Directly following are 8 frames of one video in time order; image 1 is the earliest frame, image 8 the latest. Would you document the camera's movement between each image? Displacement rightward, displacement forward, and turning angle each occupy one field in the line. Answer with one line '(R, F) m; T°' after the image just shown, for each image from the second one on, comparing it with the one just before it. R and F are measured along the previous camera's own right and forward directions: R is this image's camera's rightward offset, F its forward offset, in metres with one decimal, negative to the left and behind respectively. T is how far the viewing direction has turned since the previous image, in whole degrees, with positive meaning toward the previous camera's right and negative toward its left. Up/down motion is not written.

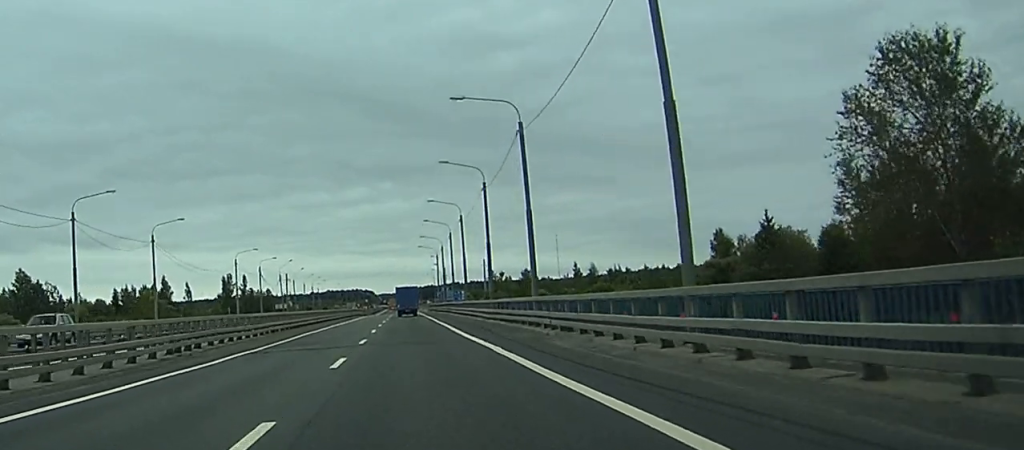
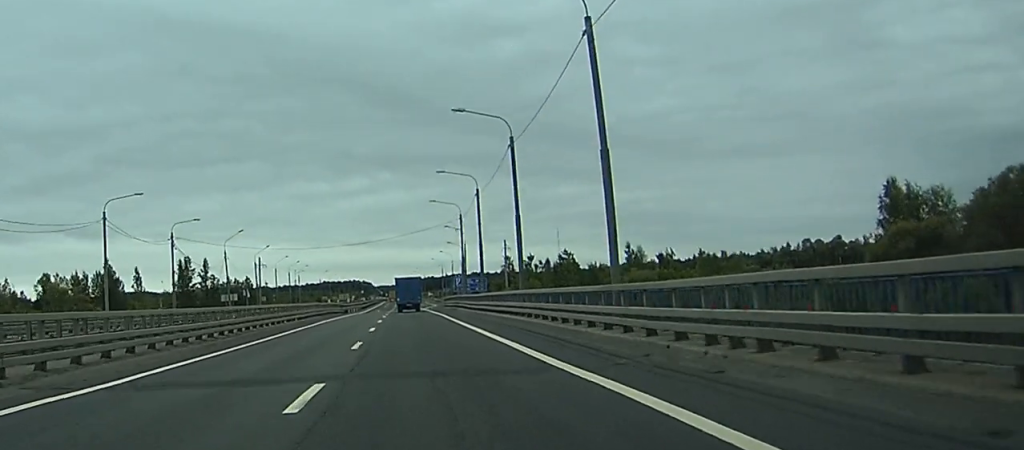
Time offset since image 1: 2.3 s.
(-0.4, +57.0) m; -1°
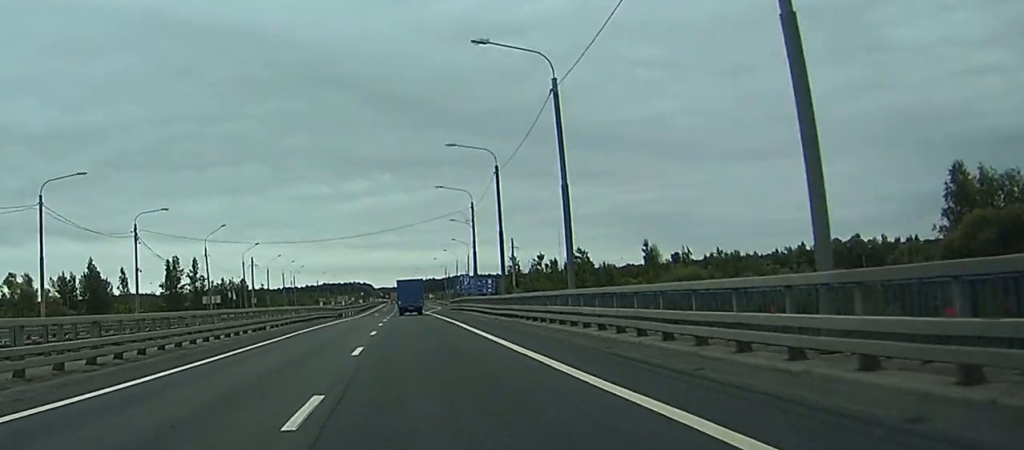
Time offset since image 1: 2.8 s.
(0.0, +13.1) m; 0°
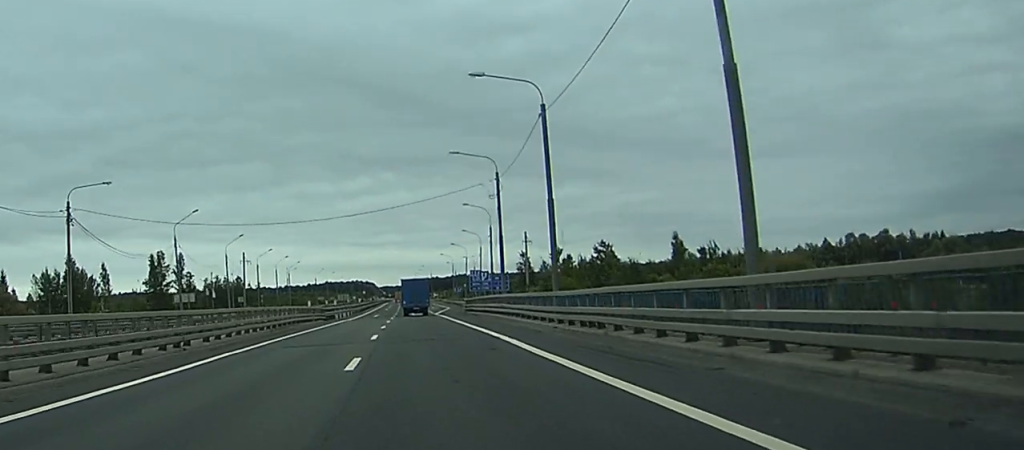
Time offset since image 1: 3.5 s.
(0.0, +17.1) m; 0°
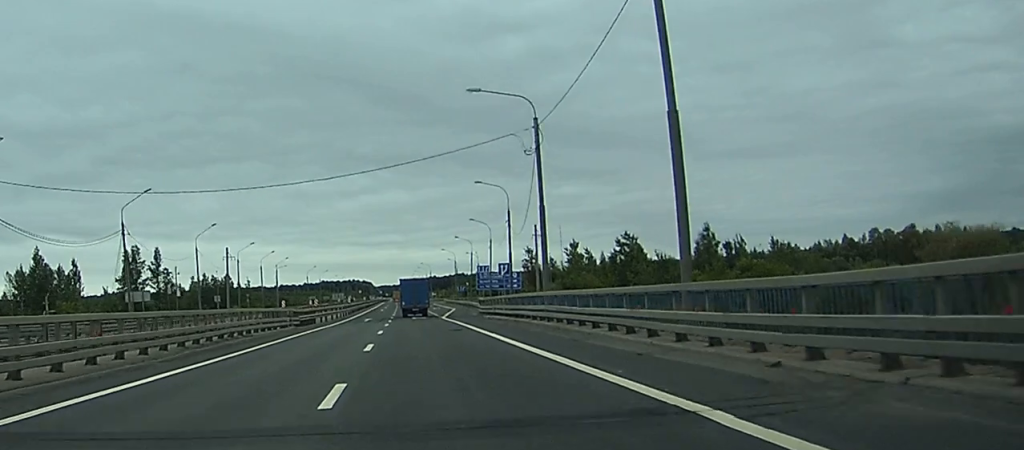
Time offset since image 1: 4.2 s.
(+0.1, +17.7) m; 0°
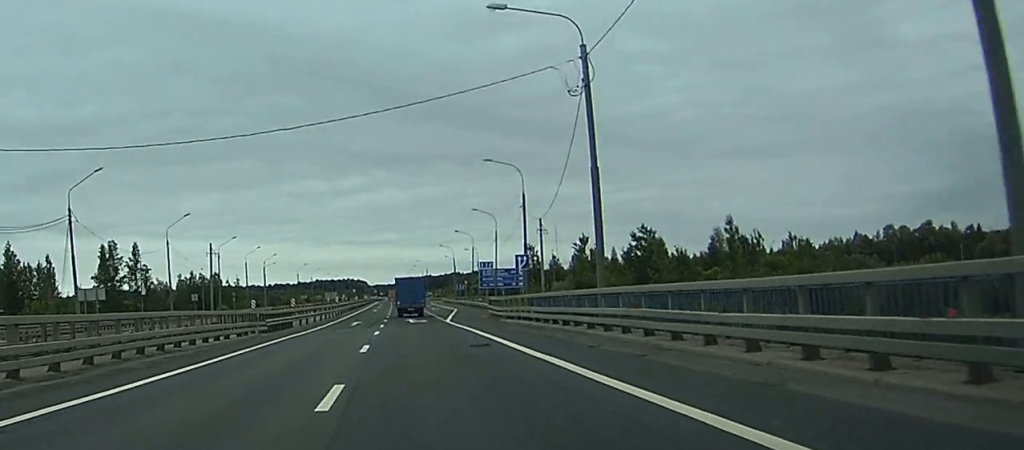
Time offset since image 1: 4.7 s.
(0.0, +11.9) m; 0°
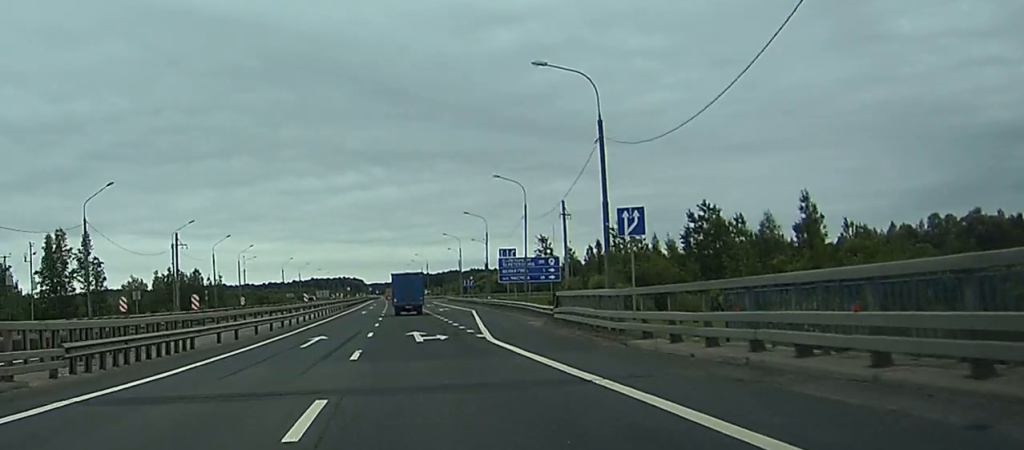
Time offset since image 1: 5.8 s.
(0.0, +26.0) m; 0°
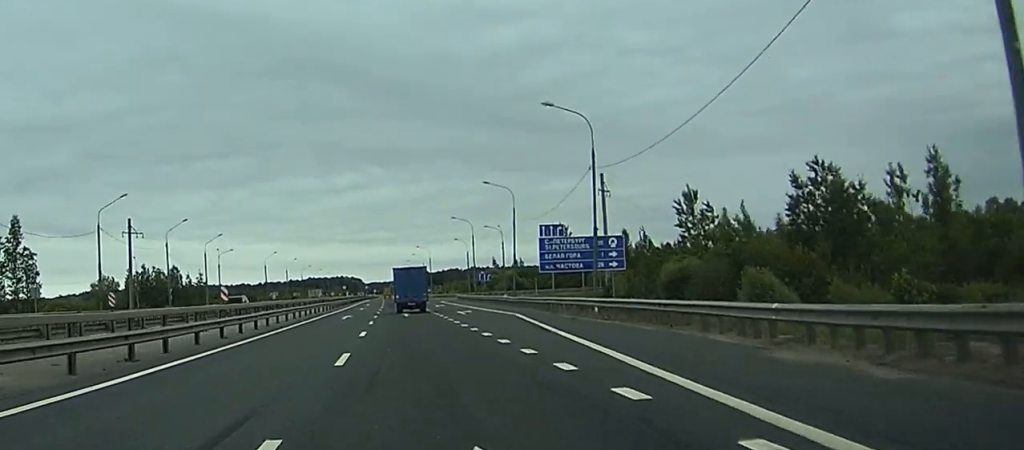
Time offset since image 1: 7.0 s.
(0.0, +27.3) m; 0°
